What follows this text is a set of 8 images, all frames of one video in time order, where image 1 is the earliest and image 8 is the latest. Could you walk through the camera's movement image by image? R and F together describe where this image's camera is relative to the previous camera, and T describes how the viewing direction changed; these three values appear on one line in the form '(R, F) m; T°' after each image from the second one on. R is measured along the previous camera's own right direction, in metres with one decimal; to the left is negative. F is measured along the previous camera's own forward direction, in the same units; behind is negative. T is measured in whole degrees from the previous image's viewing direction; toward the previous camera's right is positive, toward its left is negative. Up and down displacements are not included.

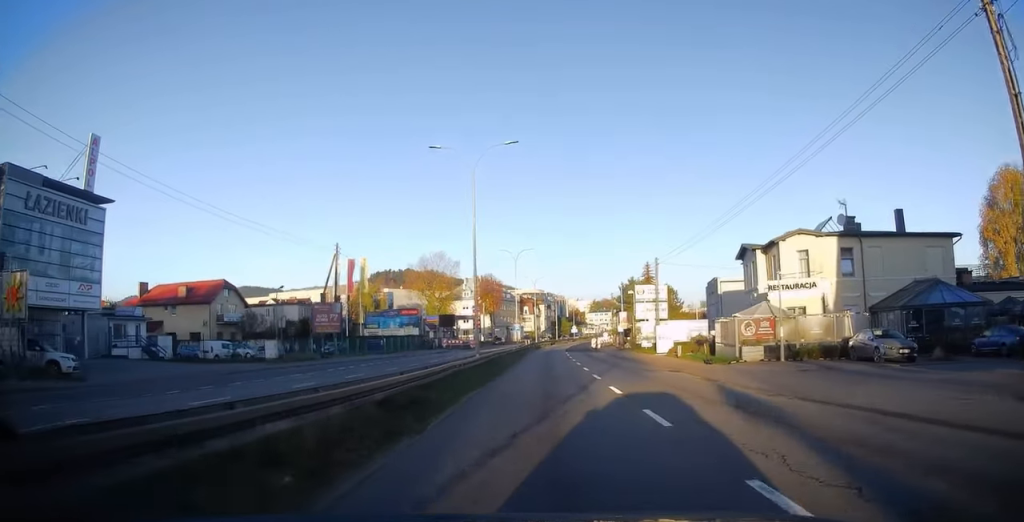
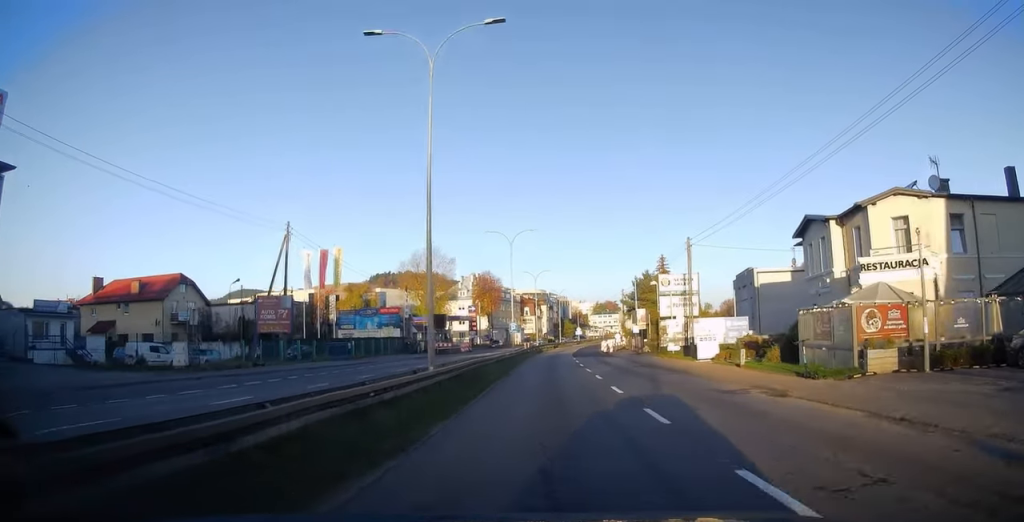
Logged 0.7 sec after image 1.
(0.0, +11.3) m; 0°
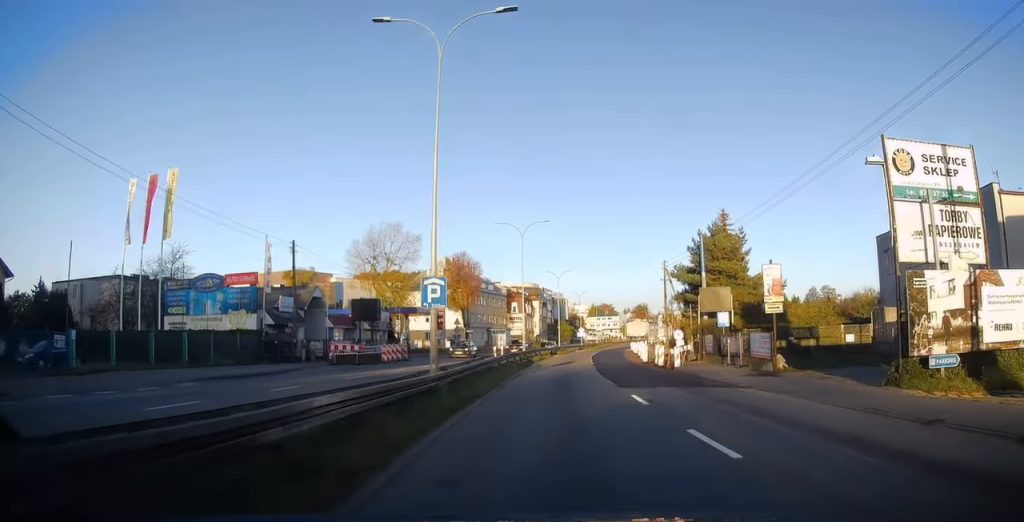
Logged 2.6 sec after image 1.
(+0.5, +33.4) m; +2°
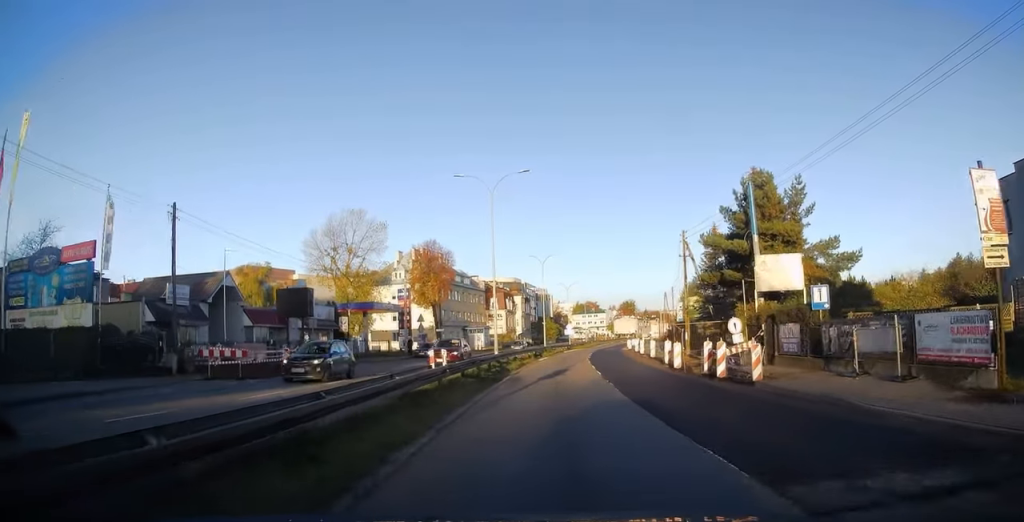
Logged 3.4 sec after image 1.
(+0.1, +13.3) m; +1°
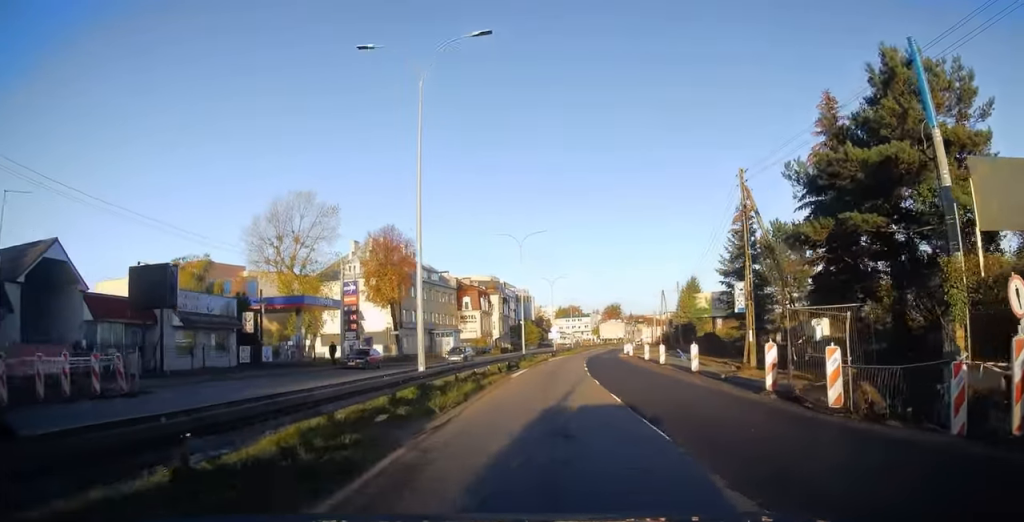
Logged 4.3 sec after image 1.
(+0.1, +15.5) m; +1°
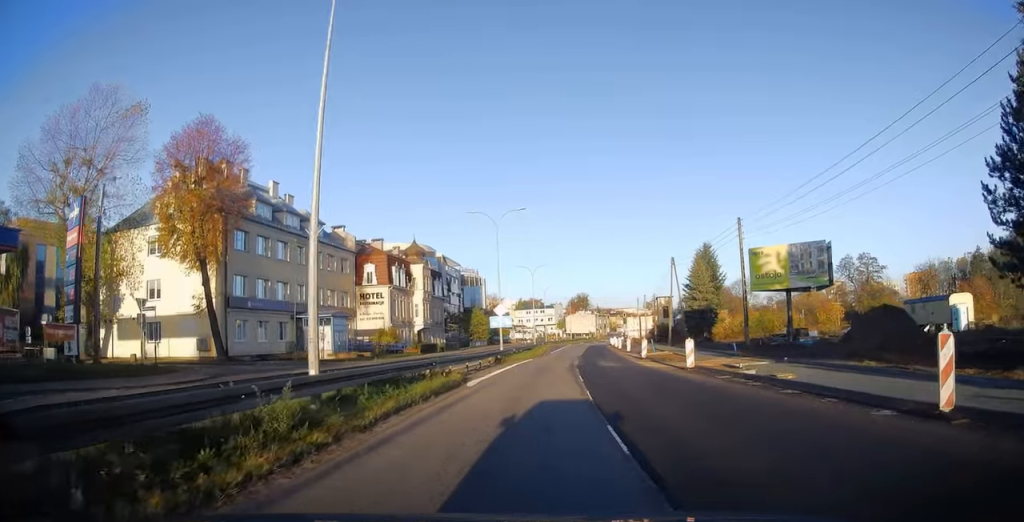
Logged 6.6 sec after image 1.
(+1.4, +37.6) m; +4°
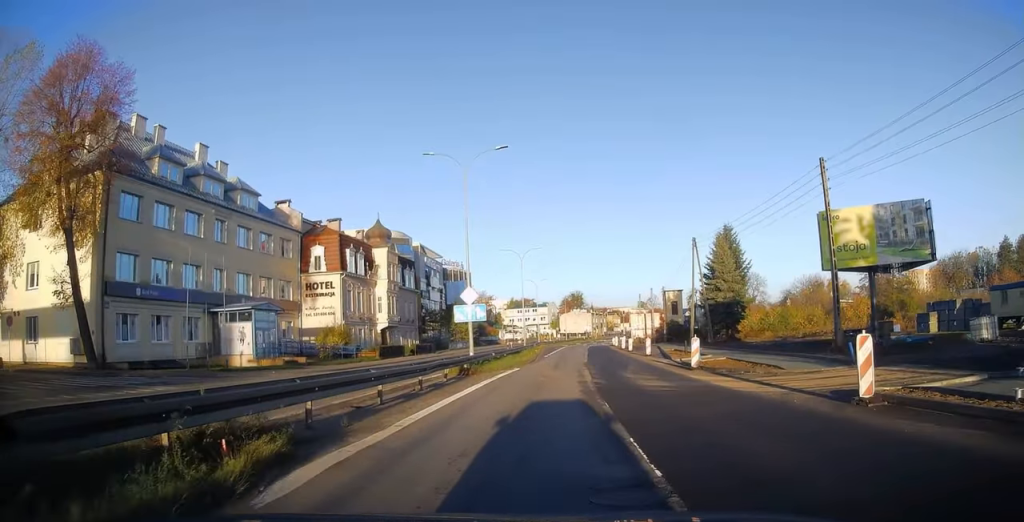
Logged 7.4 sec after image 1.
(+0.1, +13.6) m; +1°
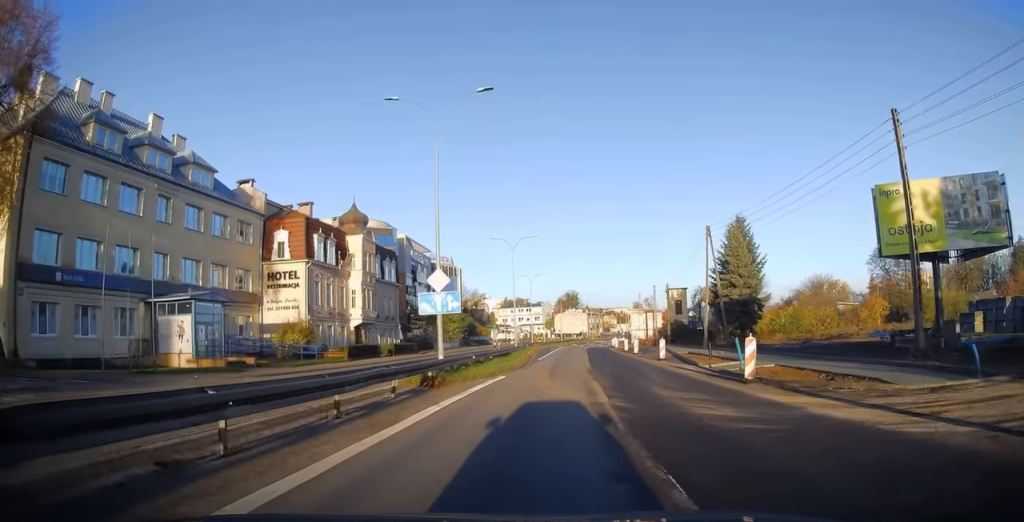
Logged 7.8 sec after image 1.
(0.0, +6.8) m; 0°
